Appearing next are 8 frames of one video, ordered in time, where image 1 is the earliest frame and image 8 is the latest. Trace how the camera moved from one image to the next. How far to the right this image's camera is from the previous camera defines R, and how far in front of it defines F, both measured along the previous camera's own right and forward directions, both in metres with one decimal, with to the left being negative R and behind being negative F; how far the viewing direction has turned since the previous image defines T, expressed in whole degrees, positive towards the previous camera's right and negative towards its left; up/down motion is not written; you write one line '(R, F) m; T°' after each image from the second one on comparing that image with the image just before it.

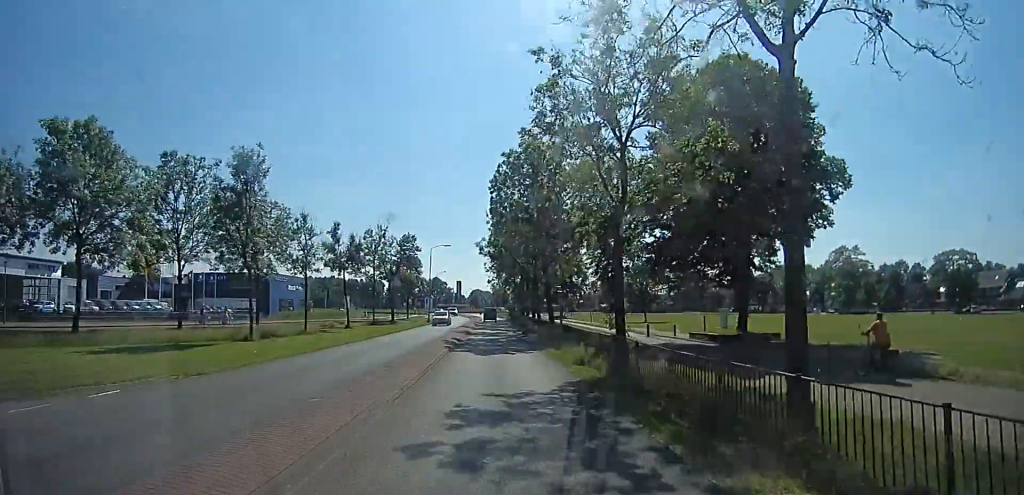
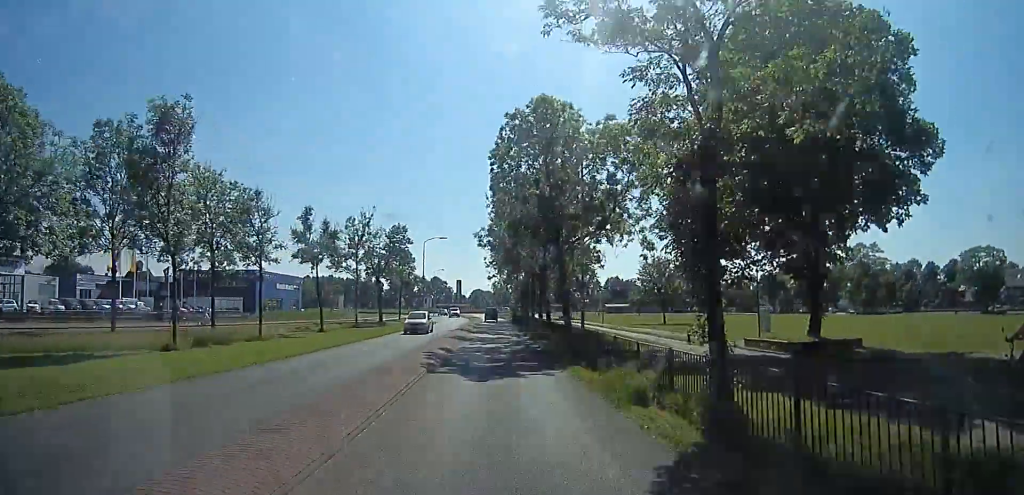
(+0.3, +7.3) m; +2°
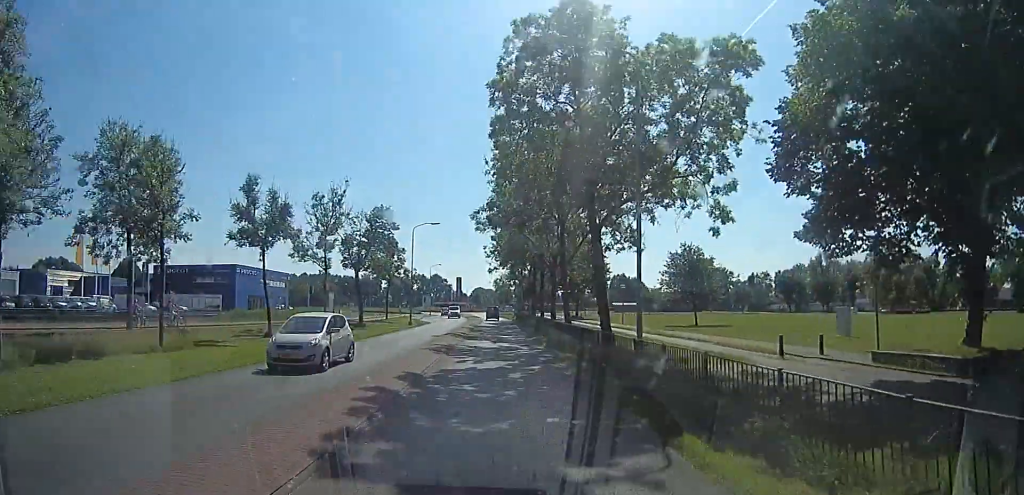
(0.0, +9.4) m; +2°
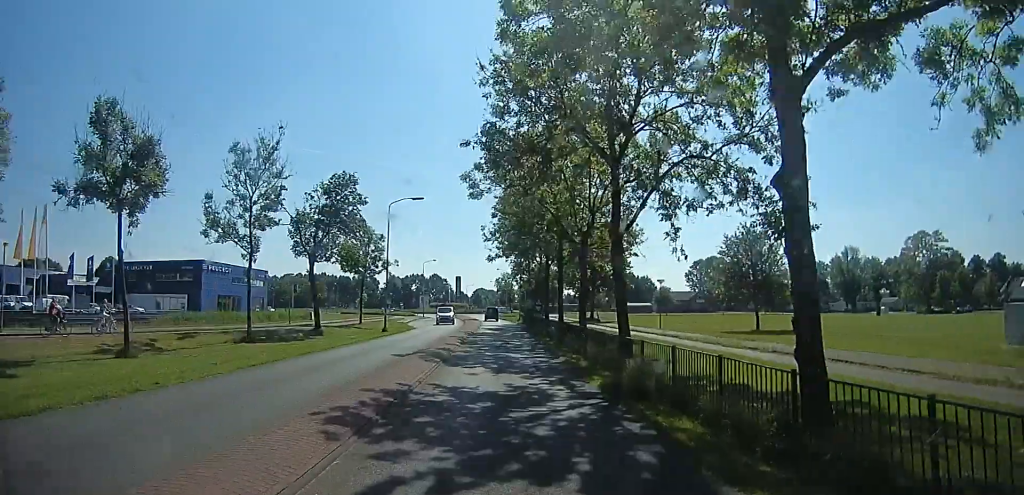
(+0.5, +12.4) m; -4°
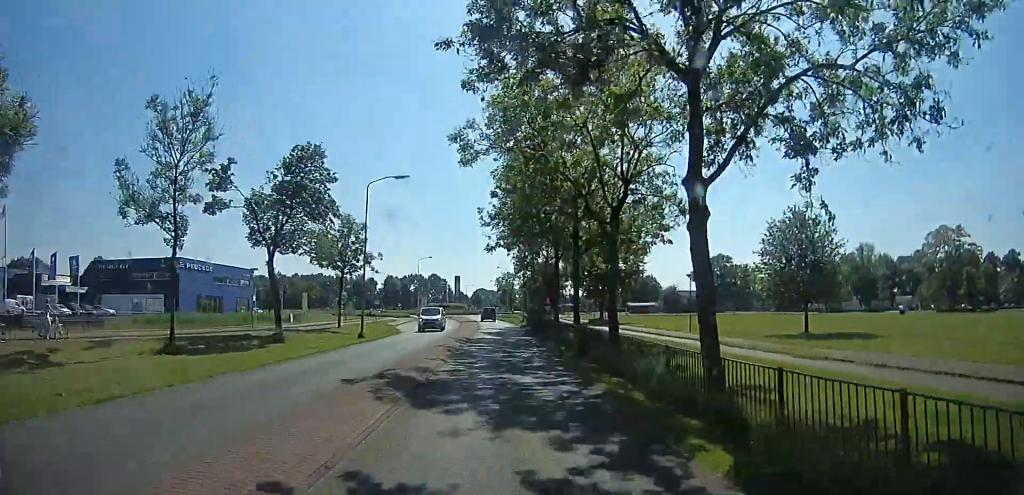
(-0.5, +6.7) m; -3°
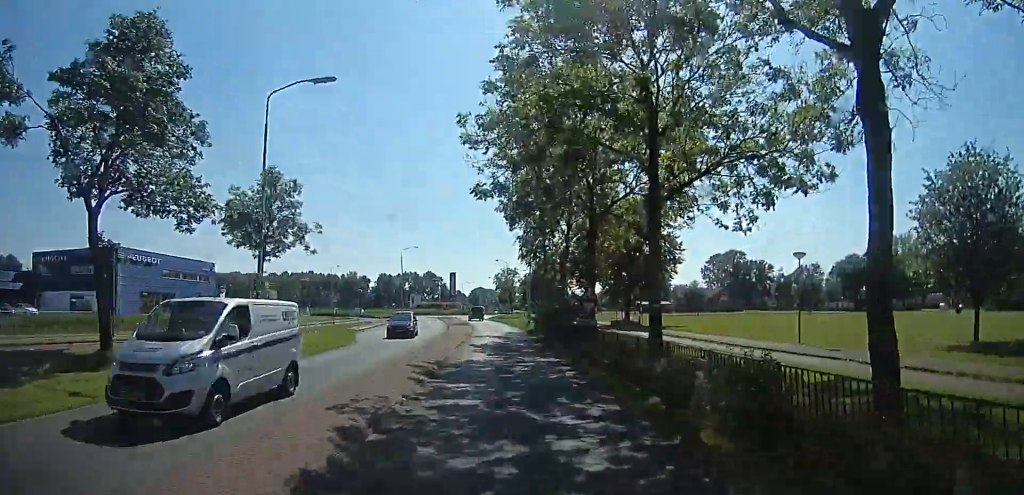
(-0.8, +14.5) m; 0°
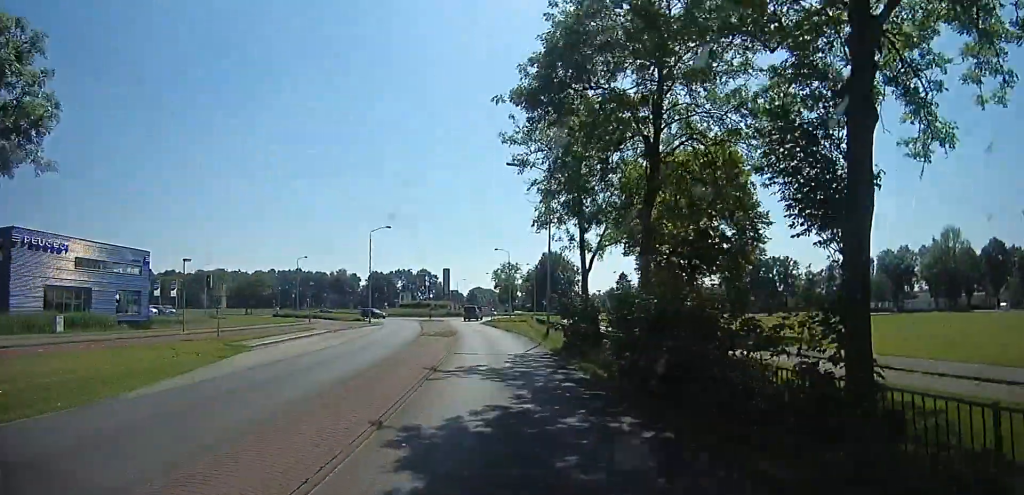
(+1.0, +18.1) m; +2°
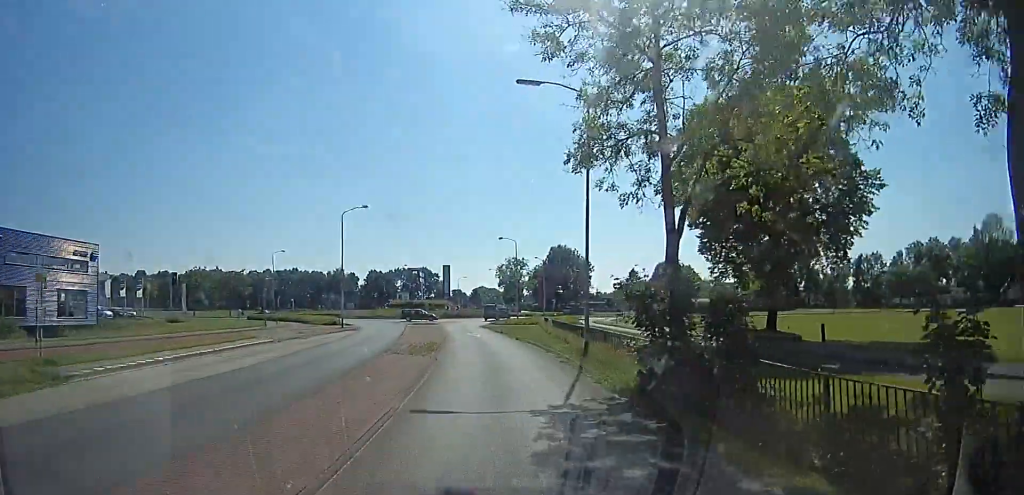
(-0.4, +11.6) m; -4°
